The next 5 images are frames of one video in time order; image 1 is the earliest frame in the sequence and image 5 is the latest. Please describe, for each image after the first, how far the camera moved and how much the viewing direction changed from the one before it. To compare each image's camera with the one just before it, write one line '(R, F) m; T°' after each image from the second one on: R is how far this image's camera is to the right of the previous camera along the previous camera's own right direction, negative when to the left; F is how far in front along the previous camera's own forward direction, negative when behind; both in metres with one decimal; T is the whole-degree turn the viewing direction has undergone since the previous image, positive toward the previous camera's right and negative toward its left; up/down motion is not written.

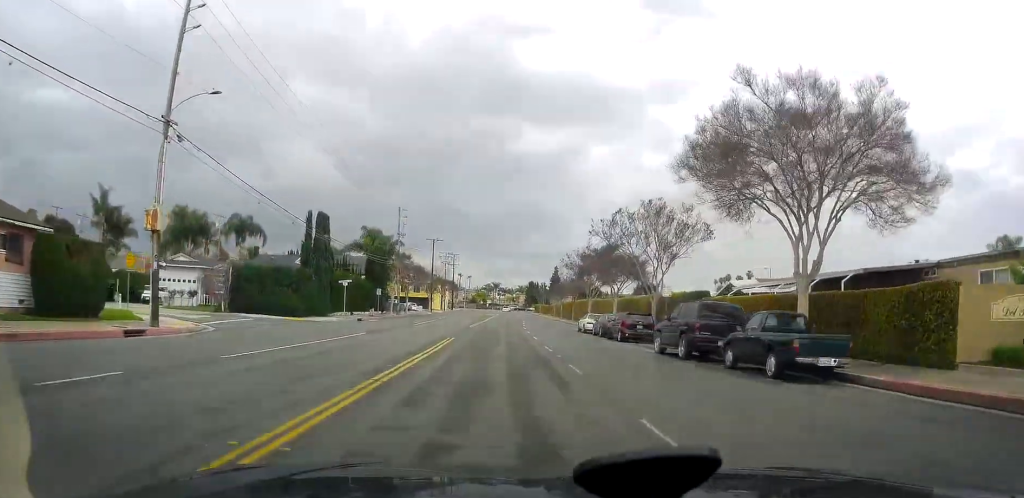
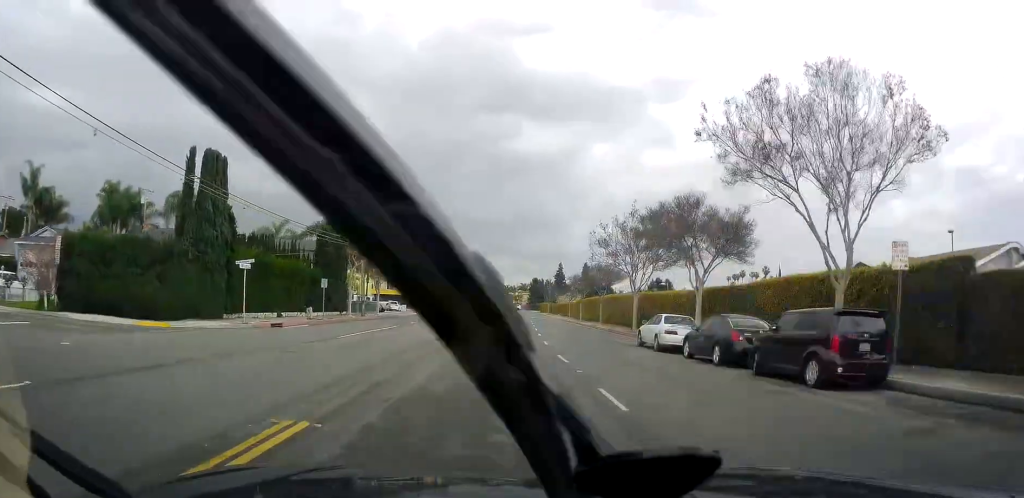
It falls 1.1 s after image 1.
(0.0, +19.9) m; 0°
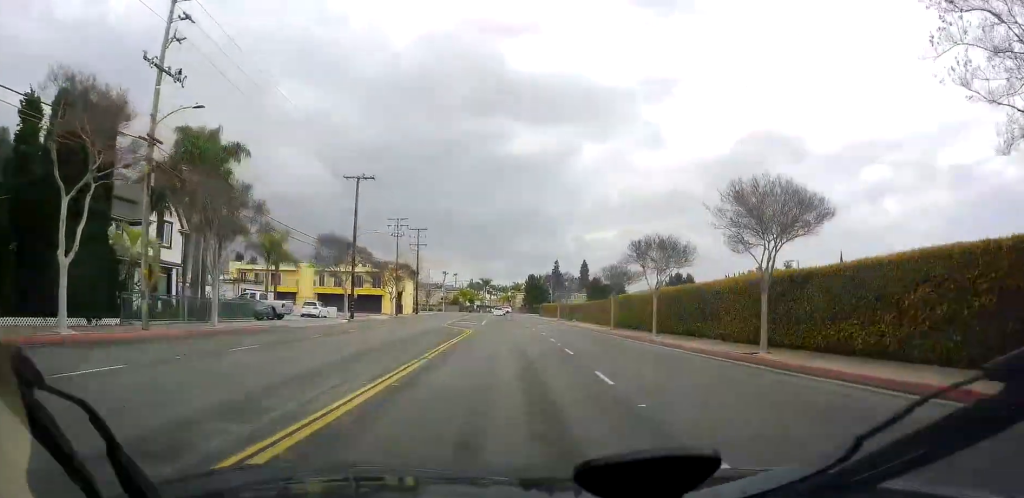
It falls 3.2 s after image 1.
(0.0, +34.0) m; 0°
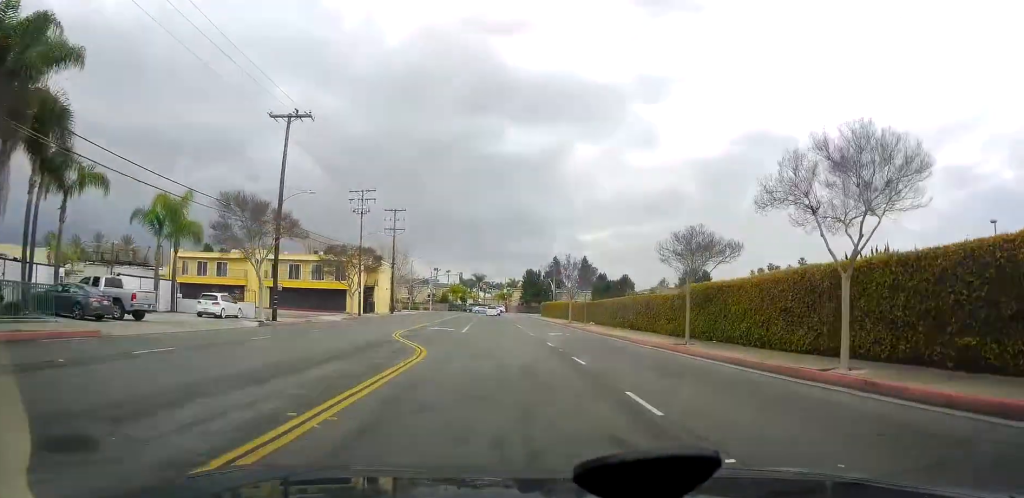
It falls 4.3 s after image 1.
(0.0, +18.3) m; +1°
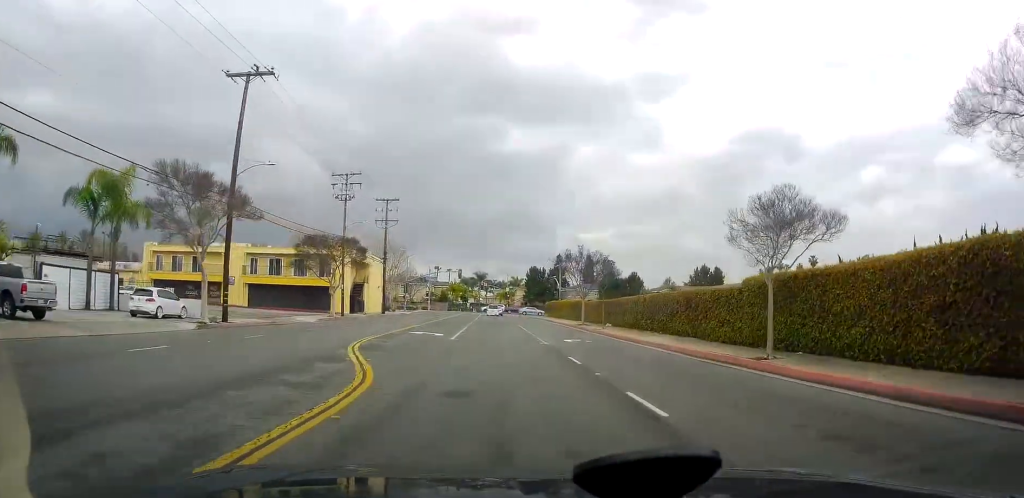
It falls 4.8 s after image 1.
(+0.1, +7.5) m; 0°
